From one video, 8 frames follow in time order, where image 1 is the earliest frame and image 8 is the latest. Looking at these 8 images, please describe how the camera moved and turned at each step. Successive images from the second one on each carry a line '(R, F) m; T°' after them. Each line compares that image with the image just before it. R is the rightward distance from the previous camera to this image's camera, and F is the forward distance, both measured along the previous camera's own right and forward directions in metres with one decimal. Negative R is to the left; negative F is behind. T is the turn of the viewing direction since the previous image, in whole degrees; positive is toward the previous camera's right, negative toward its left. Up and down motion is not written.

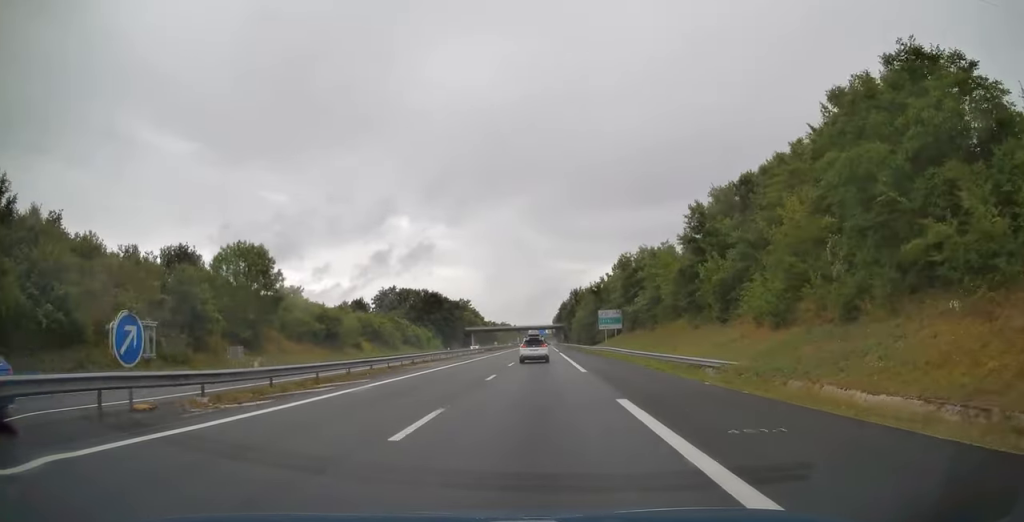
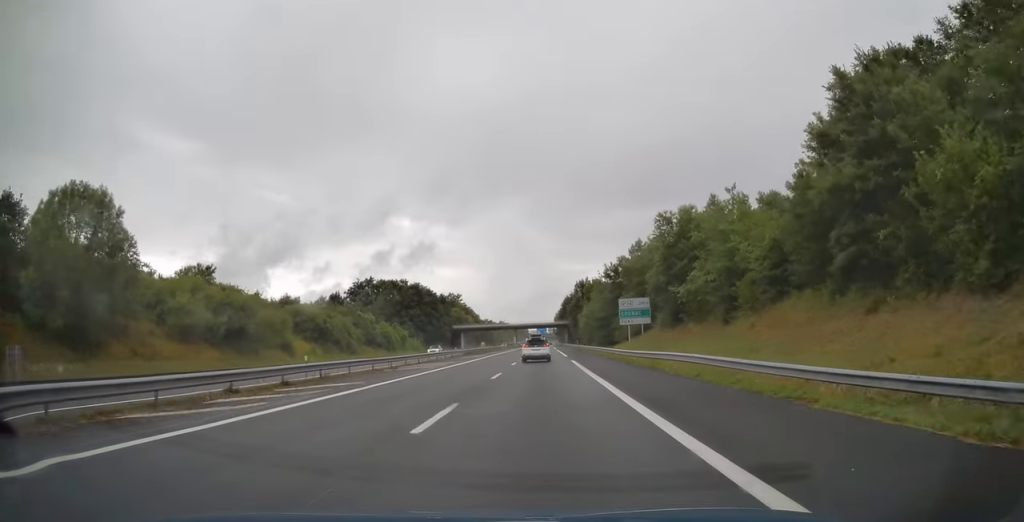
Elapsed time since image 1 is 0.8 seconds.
(0.0, +25.4) m; 0°
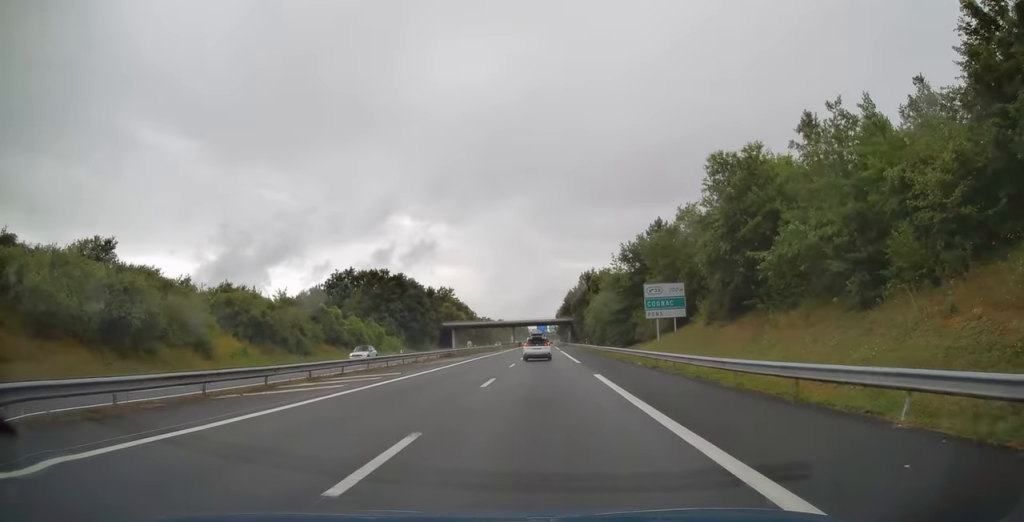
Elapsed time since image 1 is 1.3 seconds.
(+0.1, +17.2) m; 0°
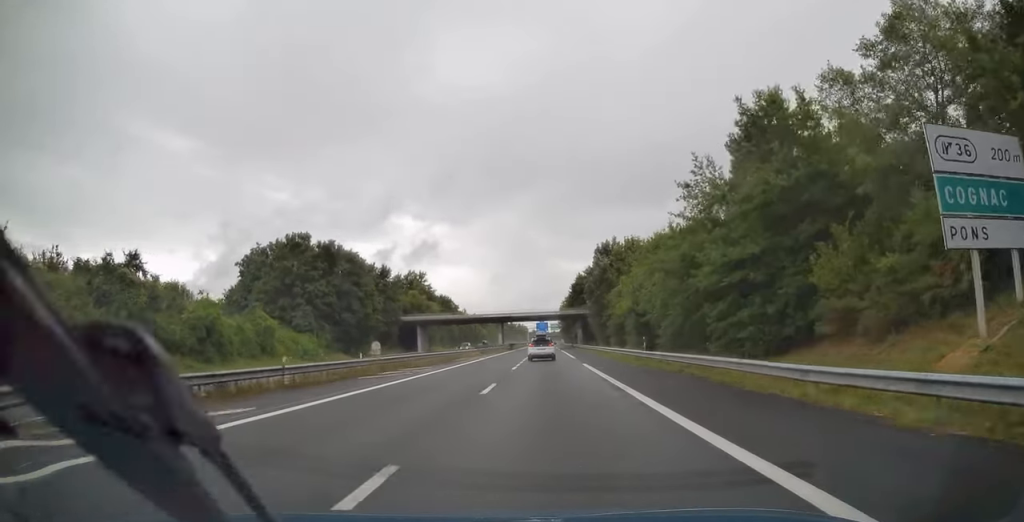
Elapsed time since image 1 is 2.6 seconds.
(-0.1, +40.8) m; 0°
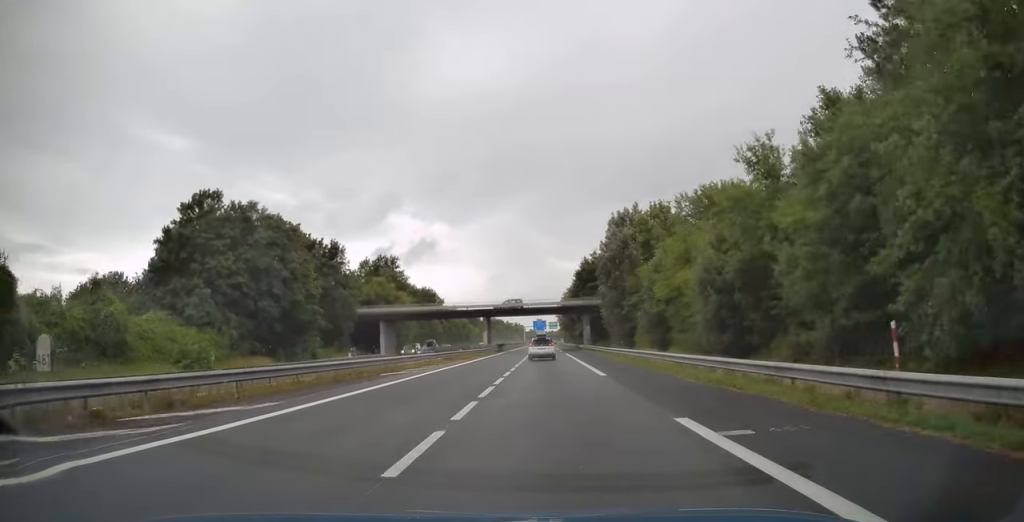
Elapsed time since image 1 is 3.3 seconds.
(+0.1, +23.0) m; 0°
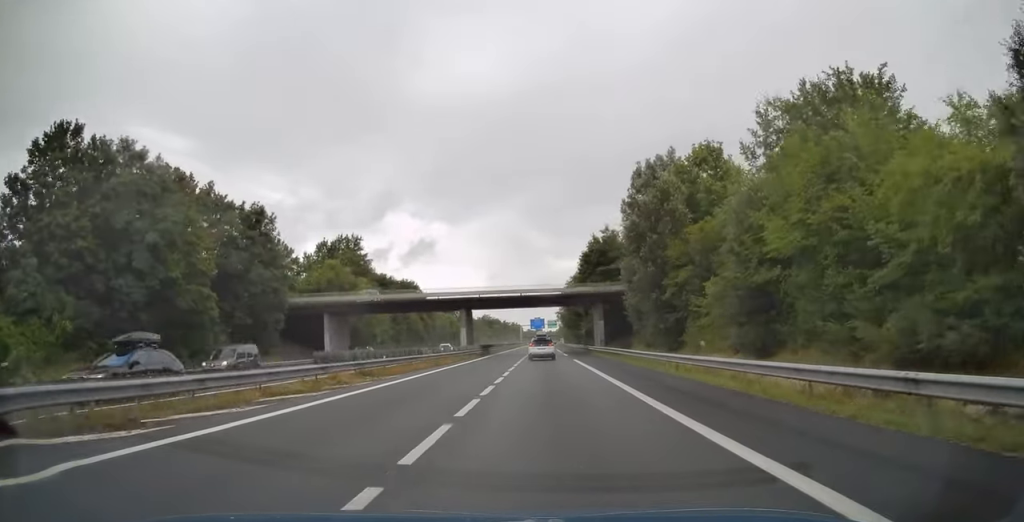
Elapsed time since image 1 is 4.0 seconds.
(0.0, +20.9) m; 0°
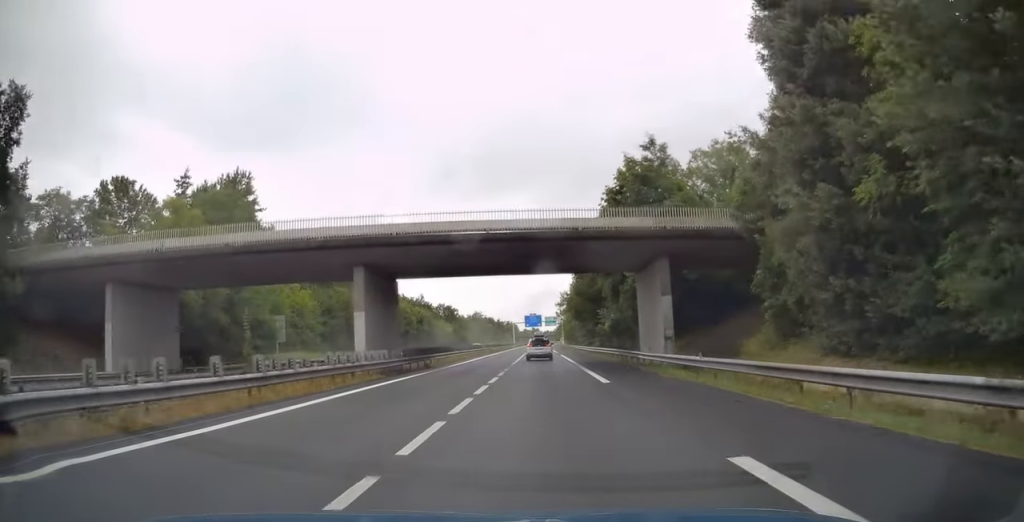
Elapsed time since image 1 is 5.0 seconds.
(0.0, +33.8) m; 0°
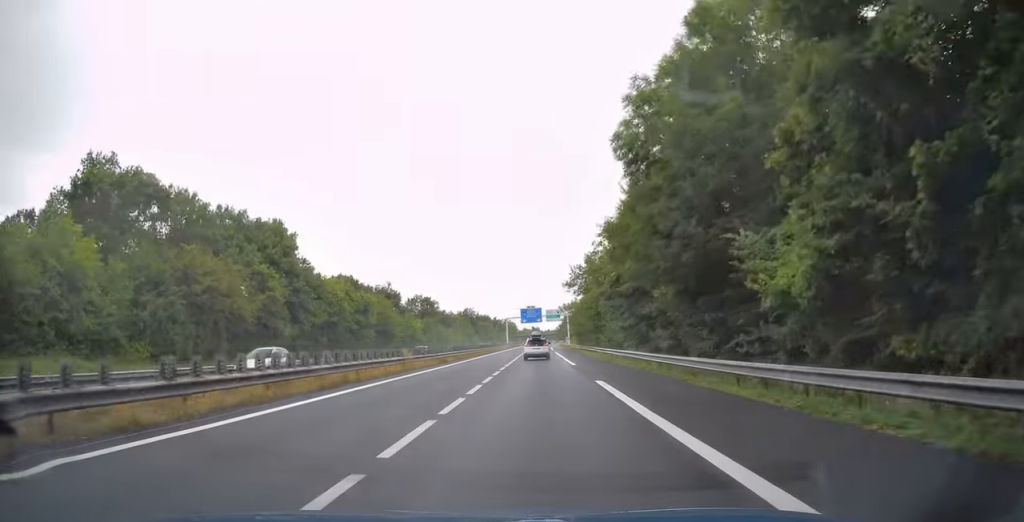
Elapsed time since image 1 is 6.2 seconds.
(+0.1, +38.3) m; 0°
